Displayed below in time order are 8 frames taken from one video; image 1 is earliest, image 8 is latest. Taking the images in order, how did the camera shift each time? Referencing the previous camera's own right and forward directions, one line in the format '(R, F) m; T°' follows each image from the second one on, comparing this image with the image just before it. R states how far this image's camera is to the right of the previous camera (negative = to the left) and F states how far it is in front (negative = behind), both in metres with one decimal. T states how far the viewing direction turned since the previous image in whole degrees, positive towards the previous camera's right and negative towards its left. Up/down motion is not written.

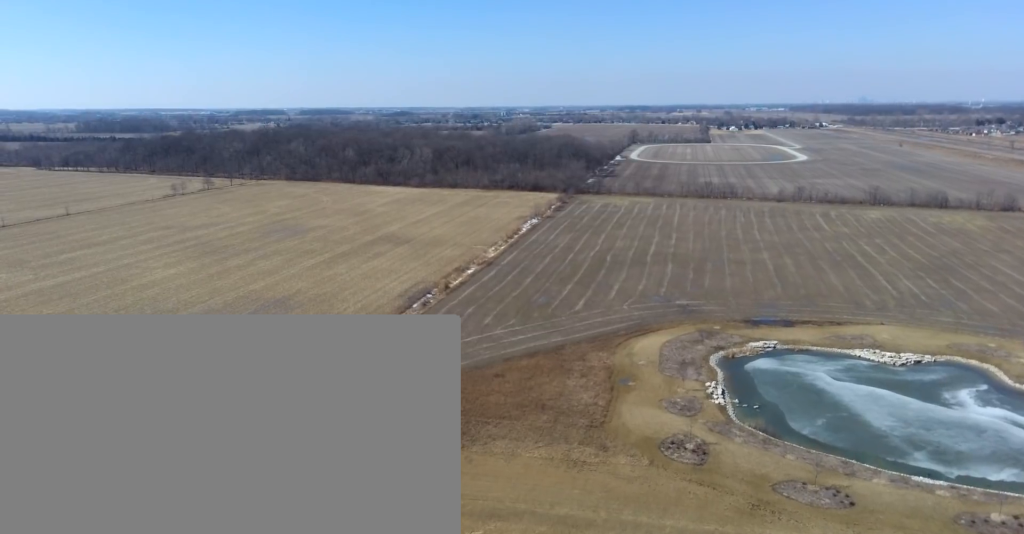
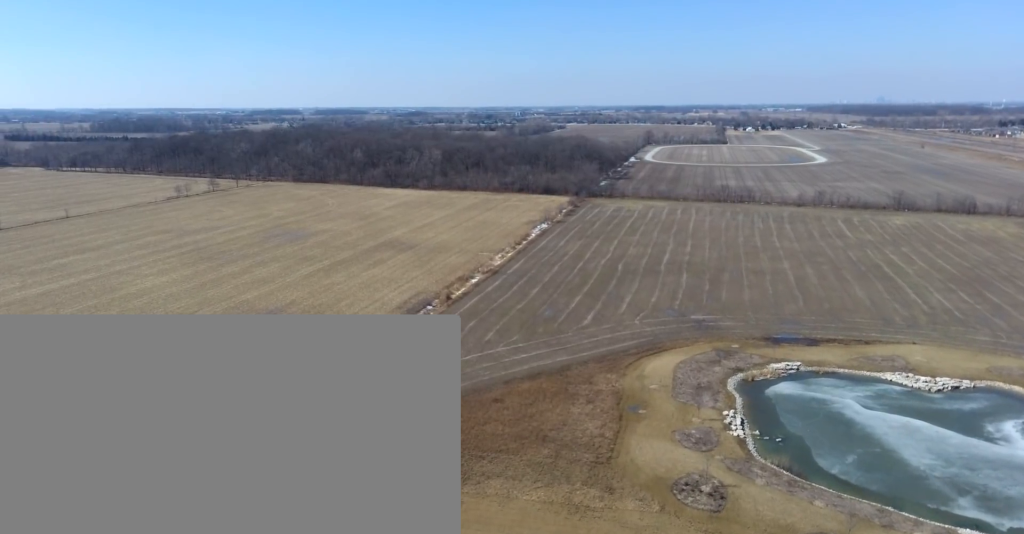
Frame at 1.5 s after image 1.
(0.0, +12.5) m; 0°
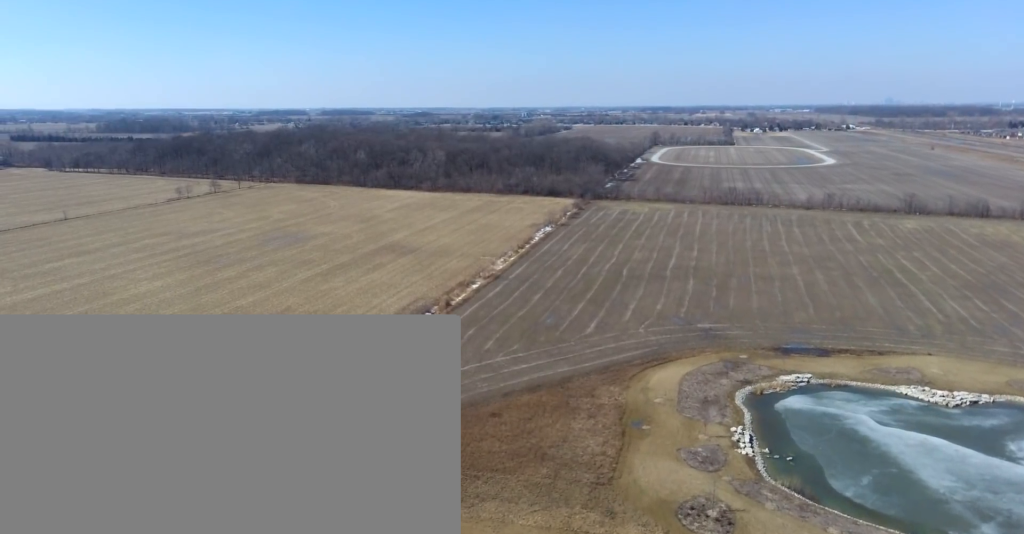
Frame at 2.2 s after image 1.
(0.0, +6.5) m; 0°
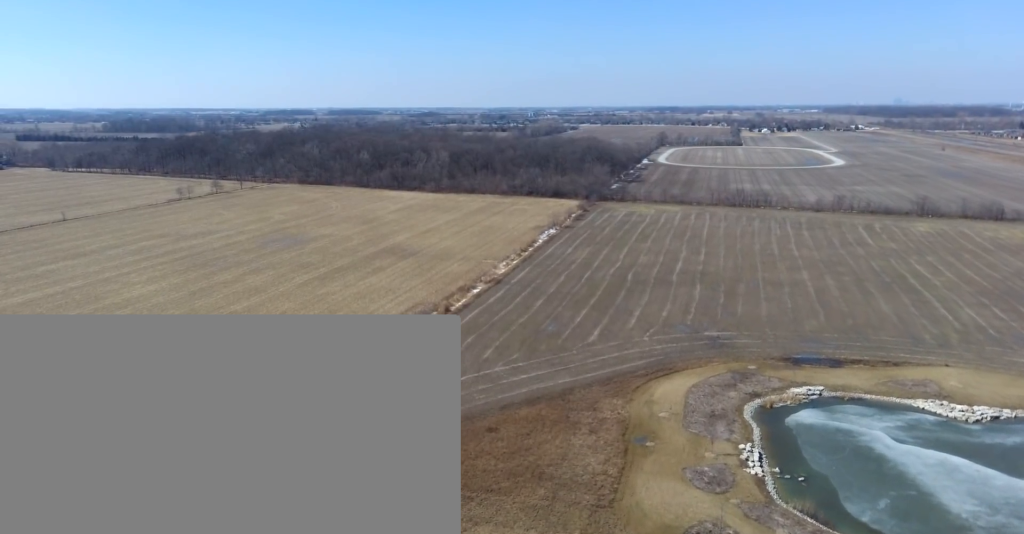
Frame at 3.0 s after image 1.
(0.0, +6.5) m; 0°
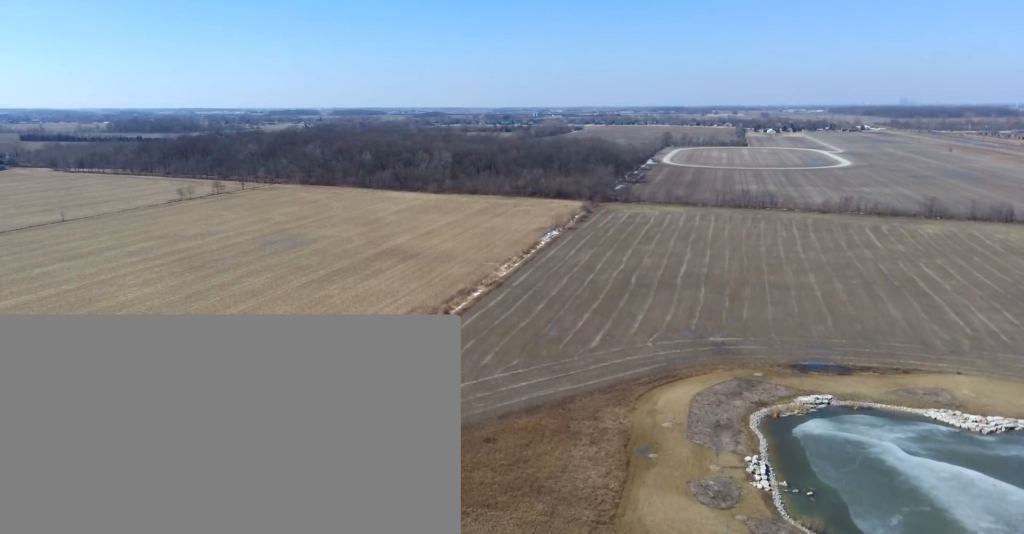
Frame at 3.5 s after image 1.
(0.0, +4.1) m; 0°
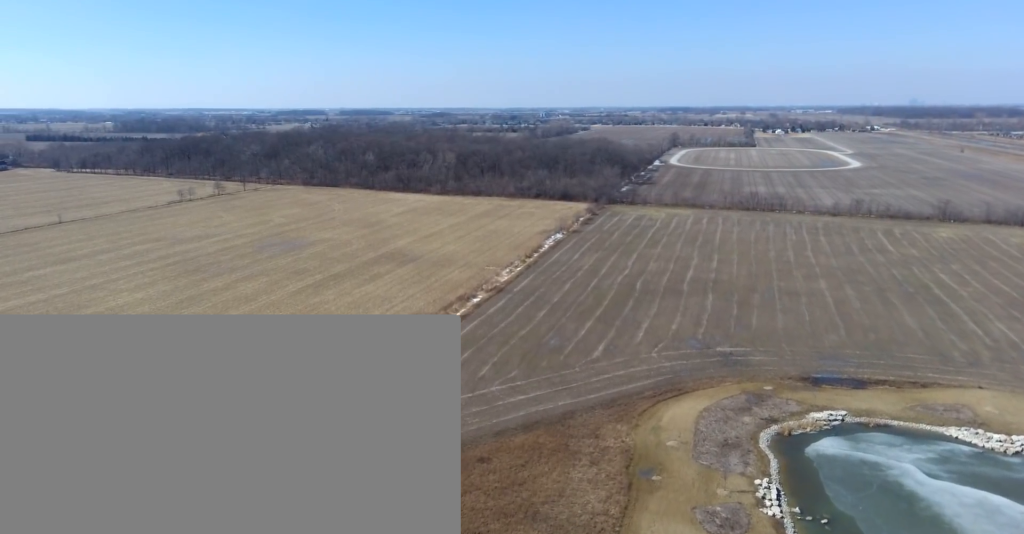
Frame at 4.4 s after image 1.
(0.0, +7.0) m; 0°
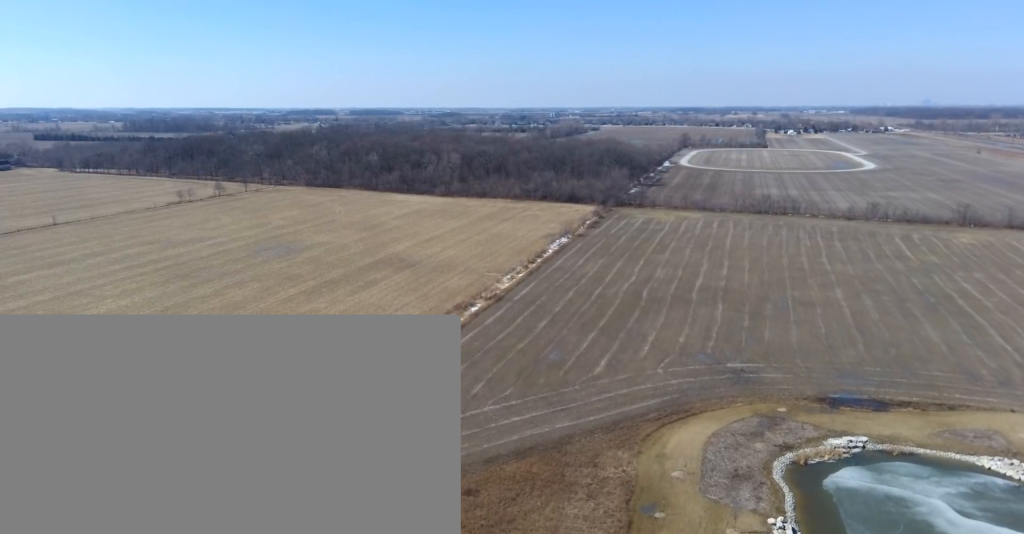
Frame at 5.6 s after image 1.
(0.0, +10.6) m; 0°
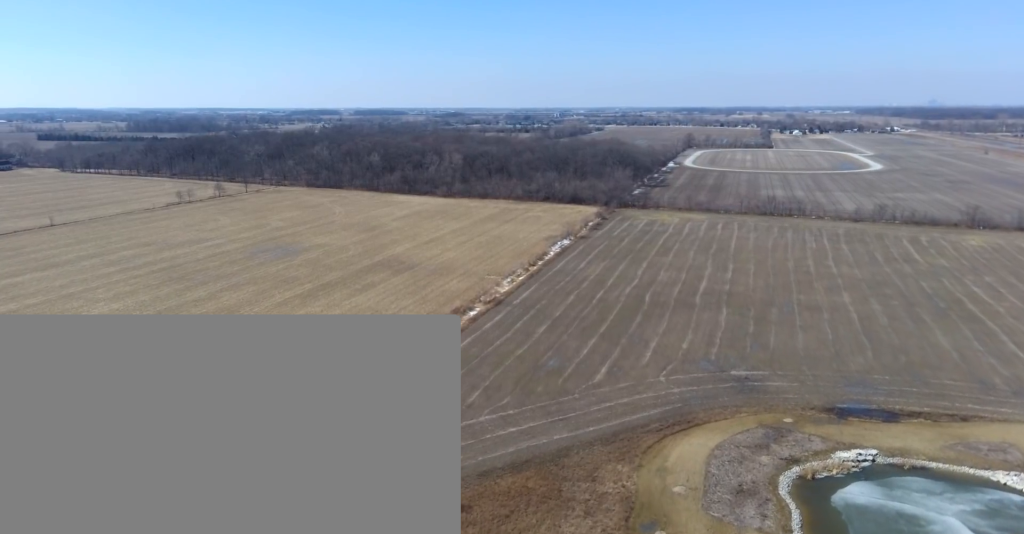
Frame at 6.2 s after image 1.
(0.0, +5.0) m; 0°
